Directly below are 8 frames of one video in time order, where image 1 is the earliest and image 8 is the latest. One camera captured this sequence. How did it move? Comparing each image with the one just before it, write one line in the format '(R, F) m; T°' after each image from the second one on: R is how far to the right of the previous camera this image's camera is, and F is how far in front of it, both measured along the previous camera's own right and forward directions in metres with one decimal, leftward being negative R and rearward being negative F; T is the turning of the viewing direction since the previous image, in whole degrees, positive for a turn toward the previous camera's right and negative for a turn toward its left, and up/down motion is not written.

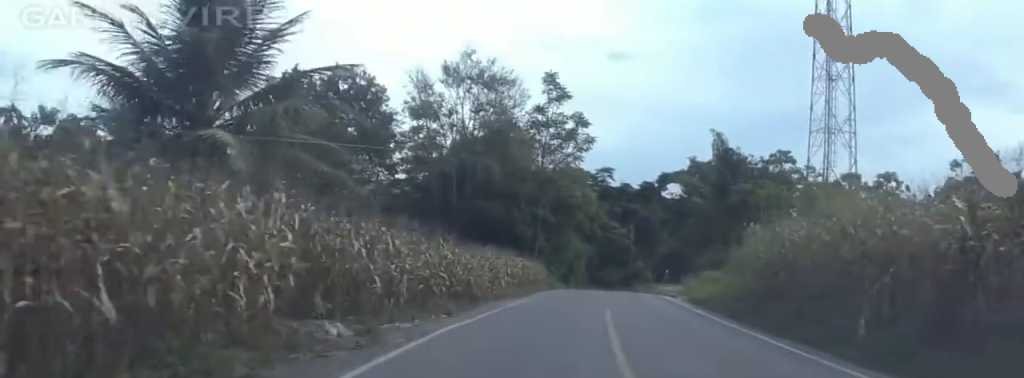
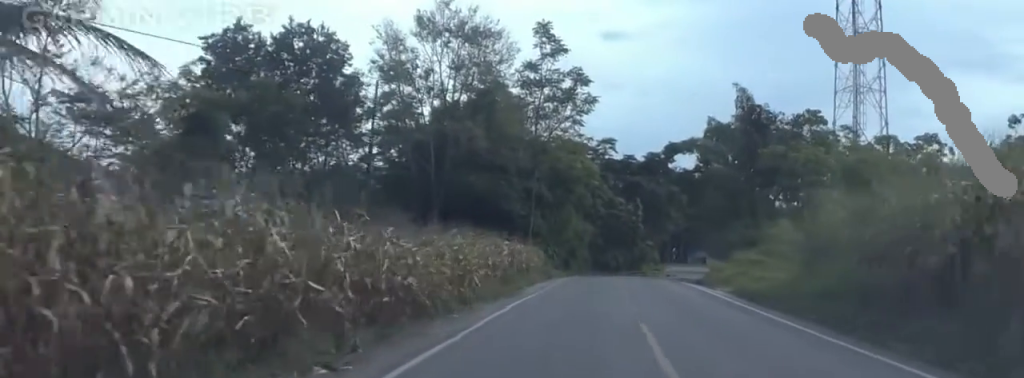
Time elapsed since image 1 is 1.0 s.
(-0.8, +12.6) m; -5°
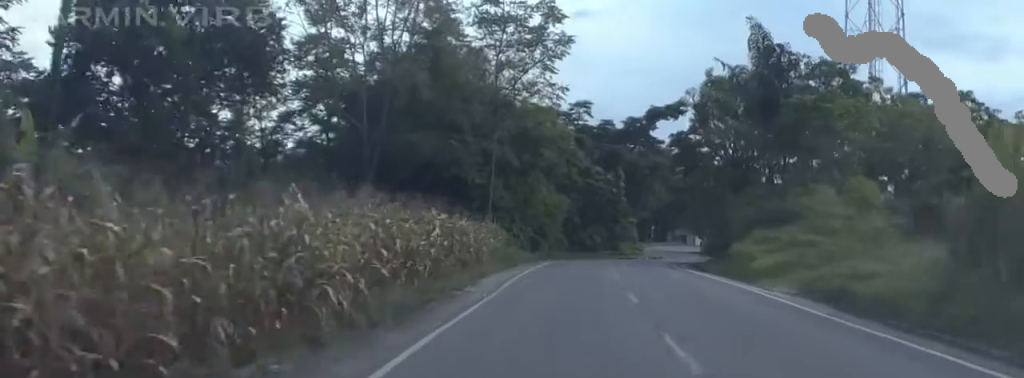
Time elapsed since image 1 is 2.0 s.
(-0.5, +14.4) m; -2°
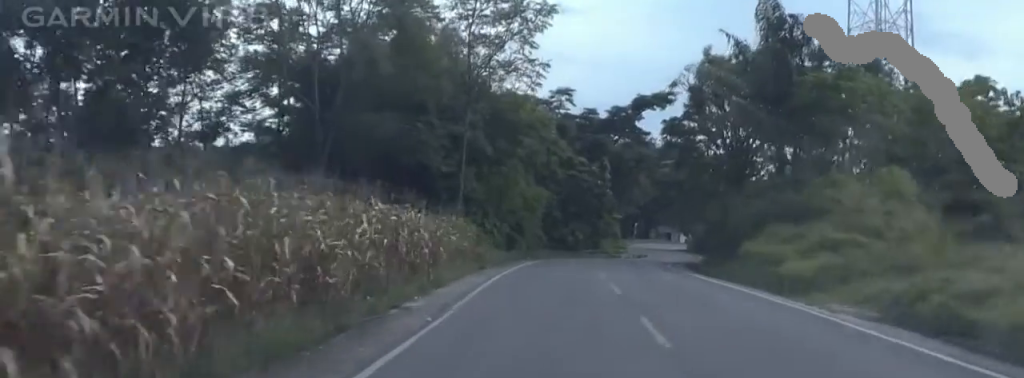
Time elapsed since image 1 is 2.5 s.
(0.0, +6.8) m; 0°
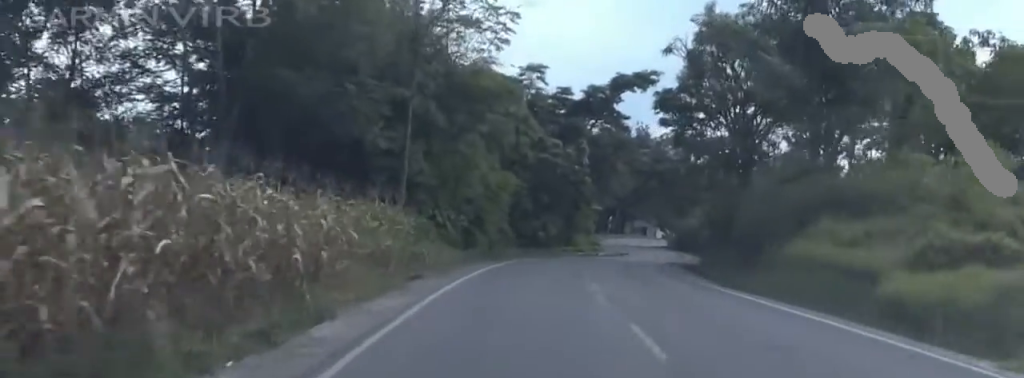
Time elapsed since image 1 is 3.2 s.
(0.0, +10.3) m; +3°
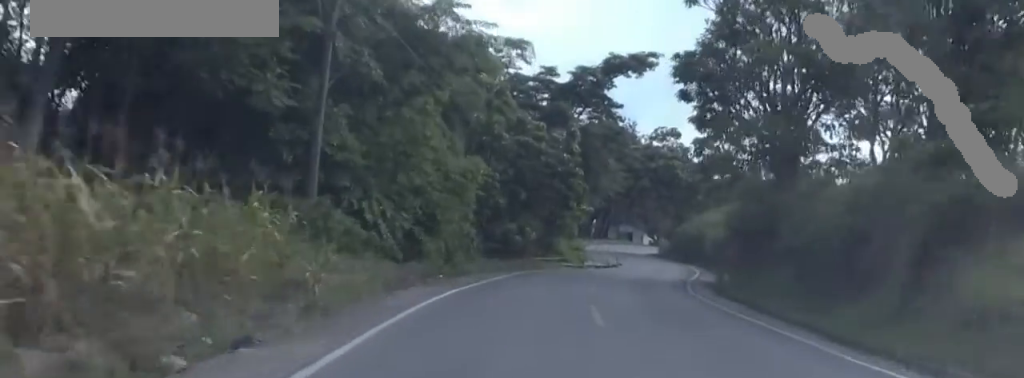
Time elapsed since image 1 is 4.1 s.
(+0.7, +12.5) m; +4°
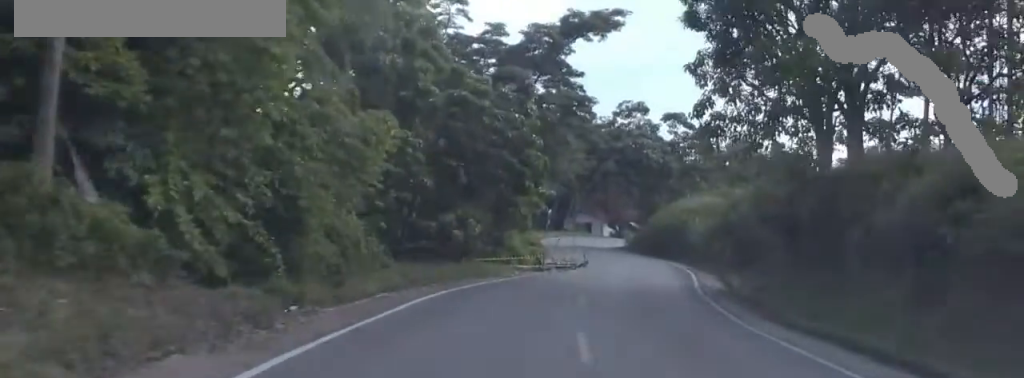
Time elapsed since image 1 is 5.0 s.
(+0.4, +12.5) m; +6°
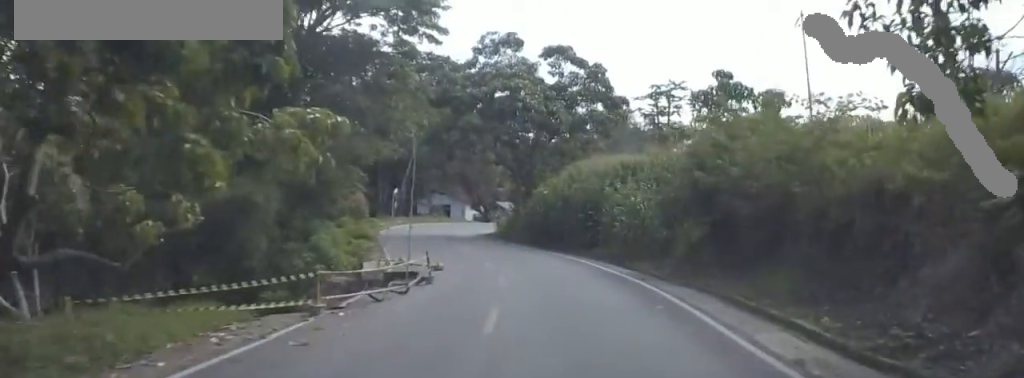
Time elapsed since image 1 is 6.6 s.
(+2.7, +22.8) m; +10°
